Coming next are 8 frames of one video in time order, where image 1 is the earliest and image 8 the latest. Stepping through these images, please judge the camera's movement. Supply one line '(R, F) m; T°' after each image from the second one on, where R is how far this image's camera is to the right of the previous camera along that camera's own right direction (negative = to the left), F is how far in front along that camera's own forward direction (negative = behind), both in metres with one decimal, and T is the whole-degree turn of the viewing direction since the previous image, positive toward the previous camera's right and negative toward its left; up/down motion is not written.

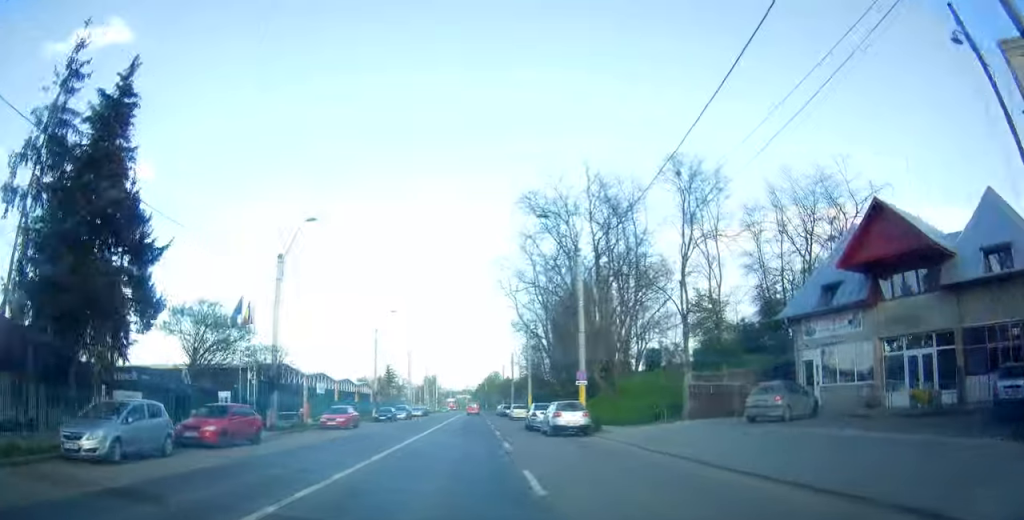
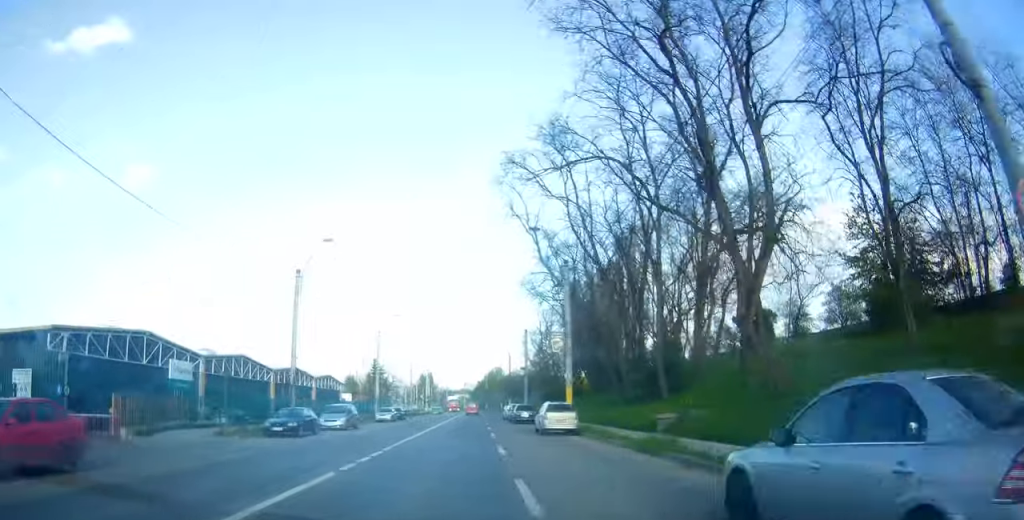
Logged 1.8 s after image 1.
(0.0, +27.9) m; +2°
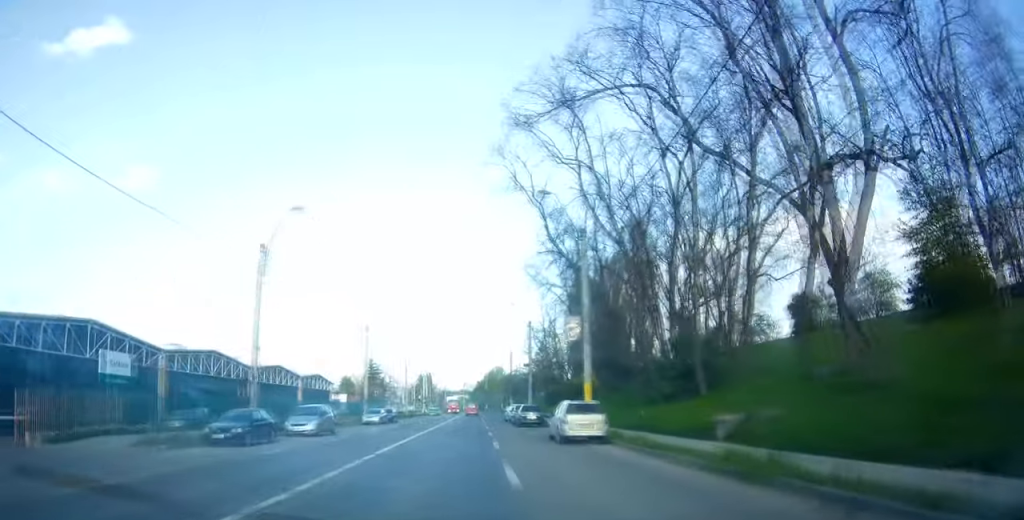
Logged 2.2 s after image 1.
(0.0, +6.1) m; +1°
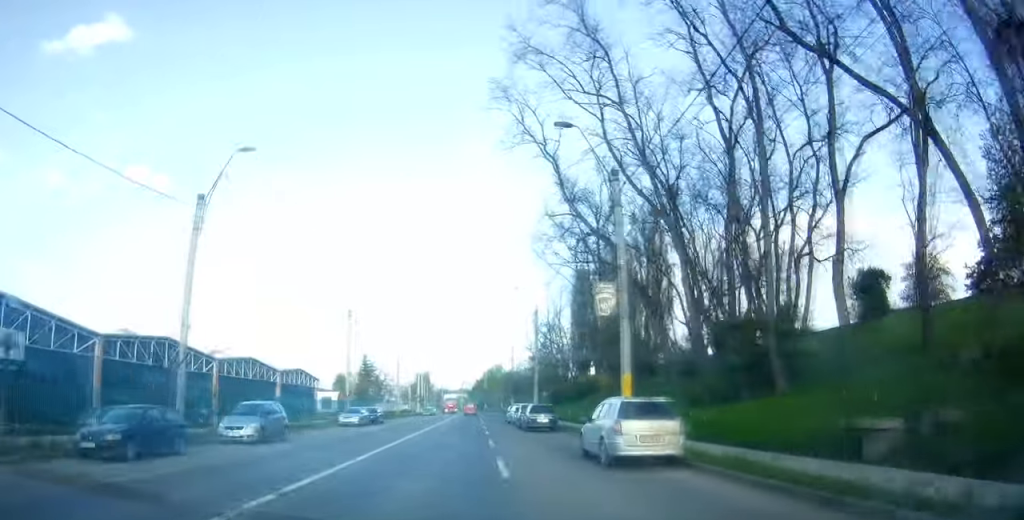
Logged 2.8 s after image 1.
(+0.3, +7.9) m; 0°
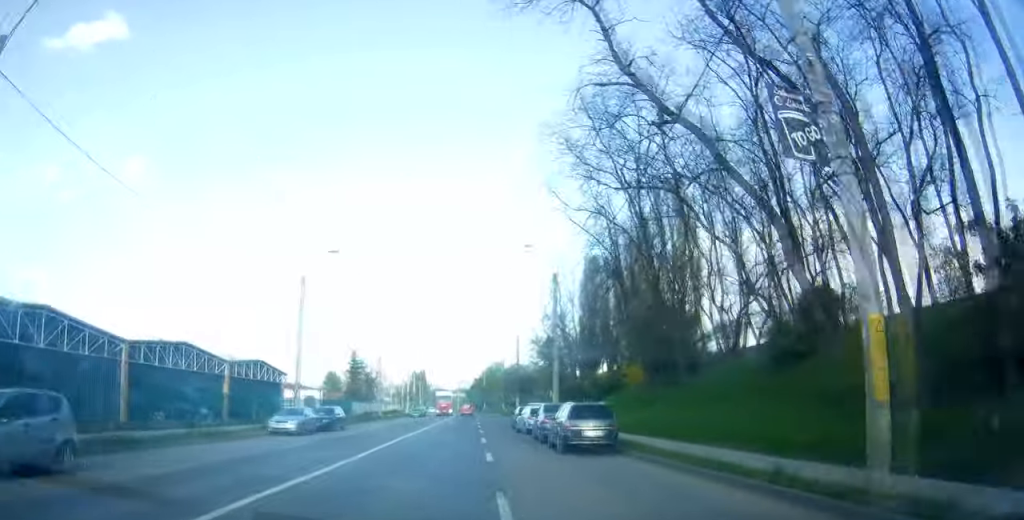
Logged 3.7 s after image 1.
(-0.2, +14.0) m; -1°
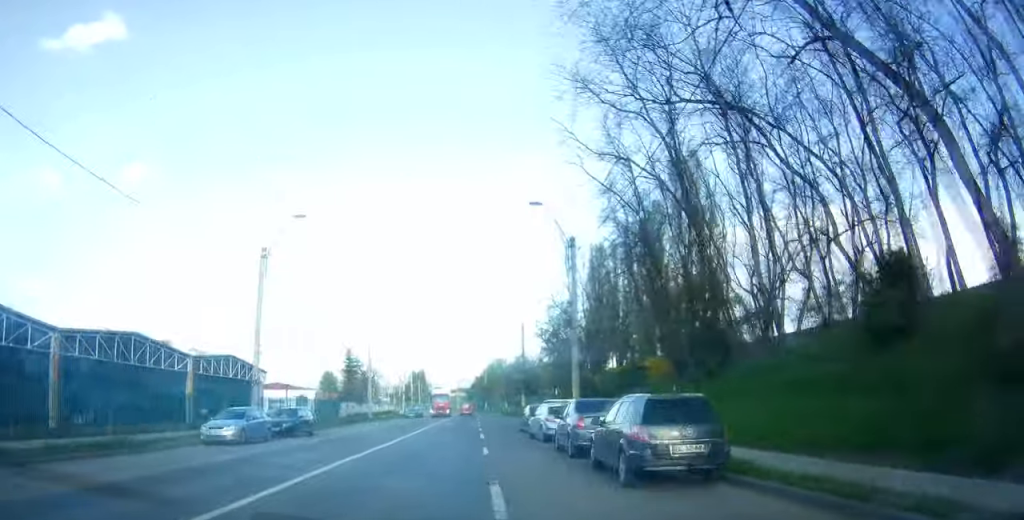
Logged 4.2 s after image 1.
(-0.1, +7.3) m; -1°
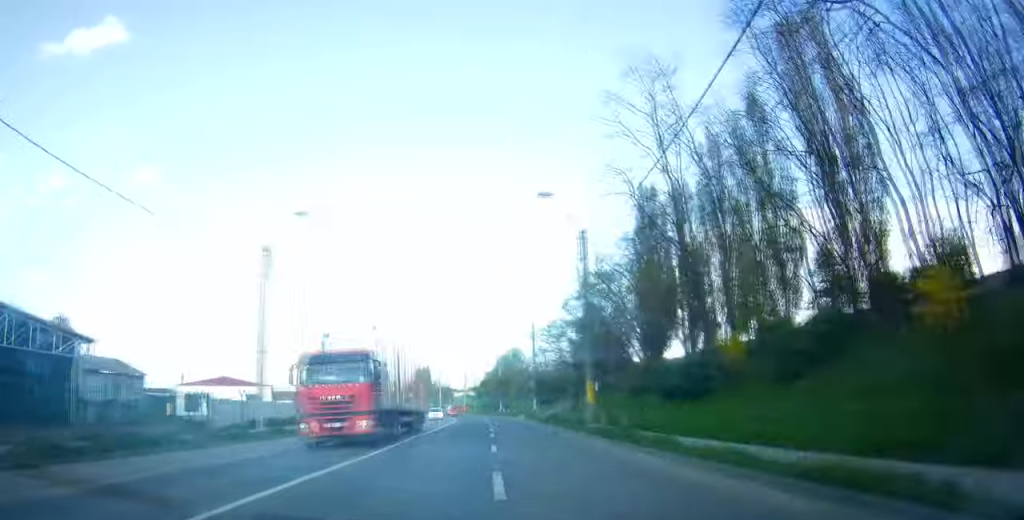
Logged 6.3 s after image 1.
(-0.2, +33.1) m; -2°
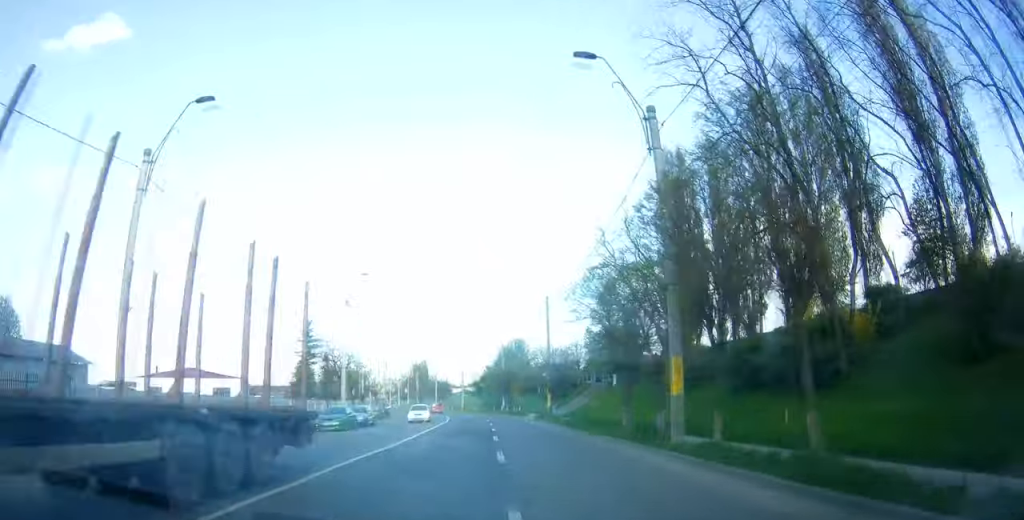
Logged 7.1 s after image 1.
(-0.4, +12.3) m; +1°
